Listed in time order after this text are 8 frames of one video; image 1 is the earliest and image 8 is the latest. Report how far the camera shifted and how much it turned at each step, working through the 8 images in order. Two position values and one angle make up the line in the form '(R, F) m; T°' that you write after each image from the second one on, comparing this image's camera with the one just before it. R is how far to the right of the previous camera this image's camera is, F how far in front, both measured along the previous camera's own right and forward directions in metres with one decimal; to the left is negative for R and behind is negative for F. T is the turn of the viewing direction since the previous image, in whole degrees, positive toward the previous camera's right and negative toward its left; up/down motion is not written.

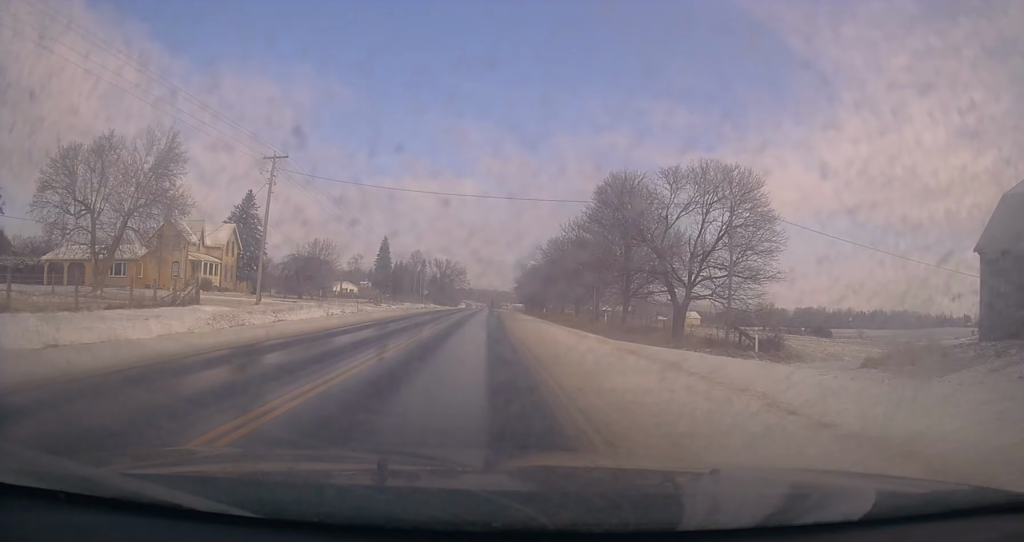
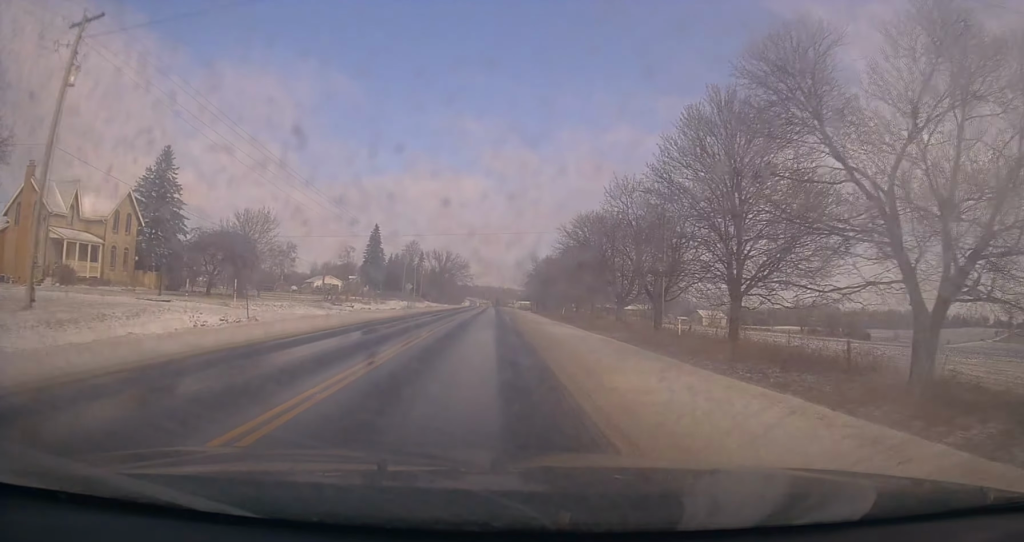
(+0.2, +24.1) m; -1°
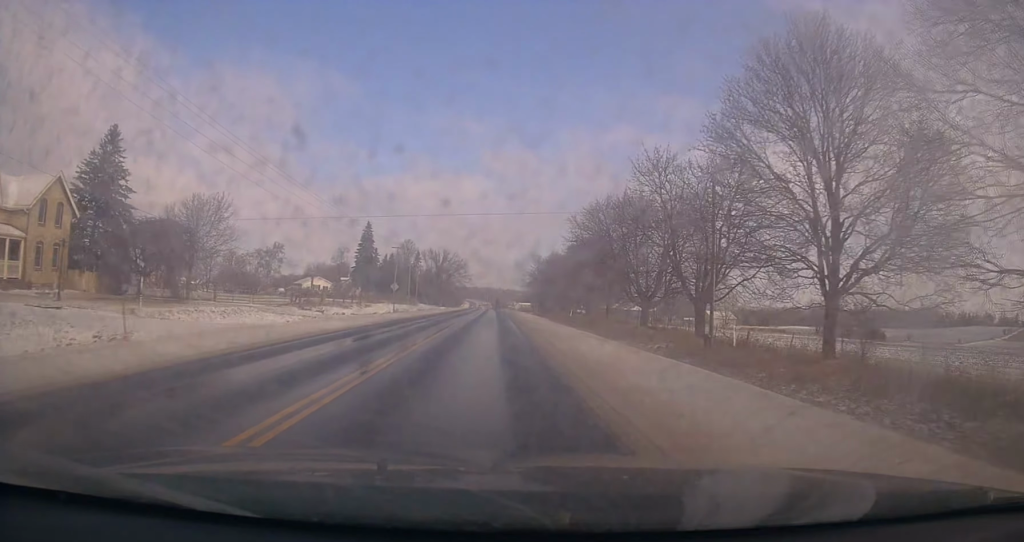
(-0.4, +9.3) m; -1°
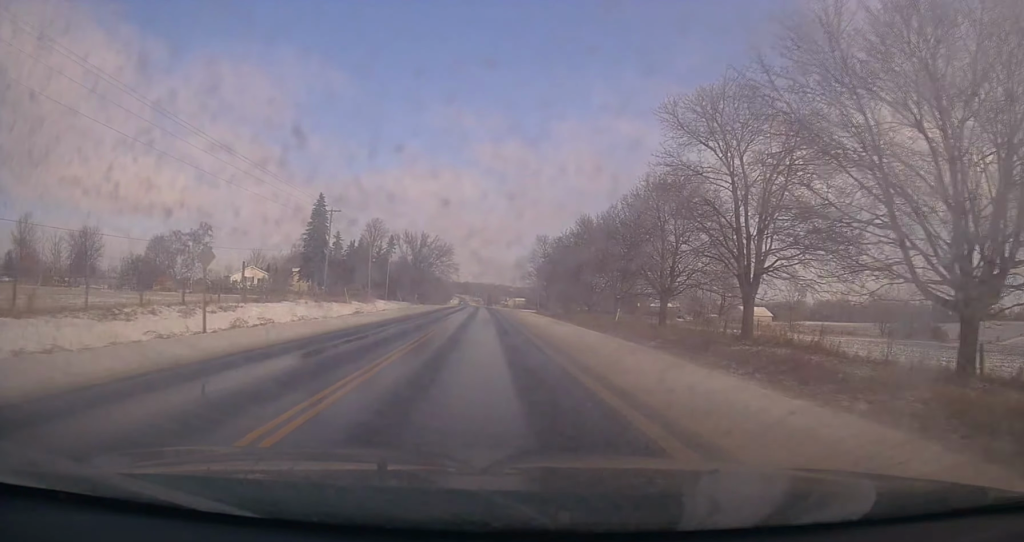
(+0.8, +37.9) m; +2°
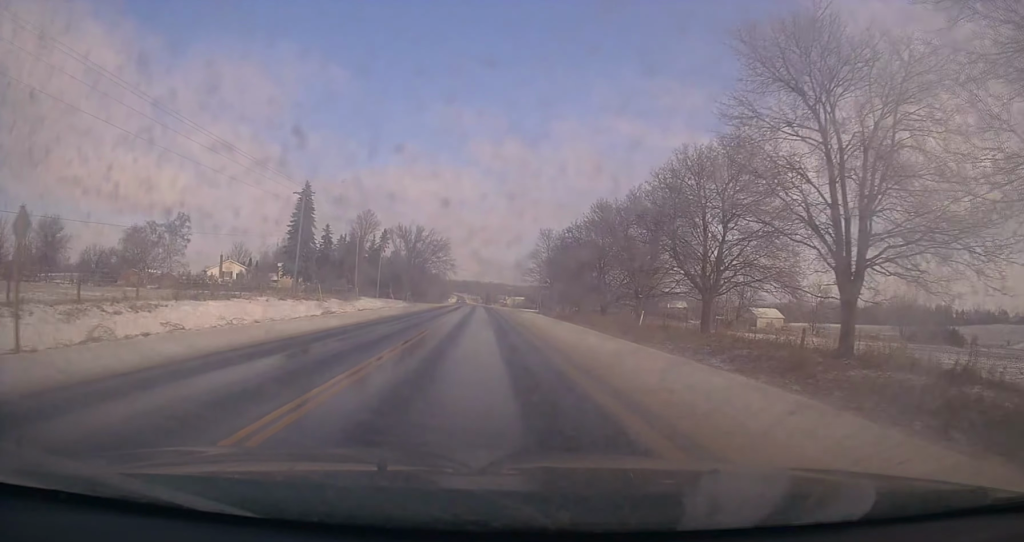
(0.0, +9.2) m; 0°
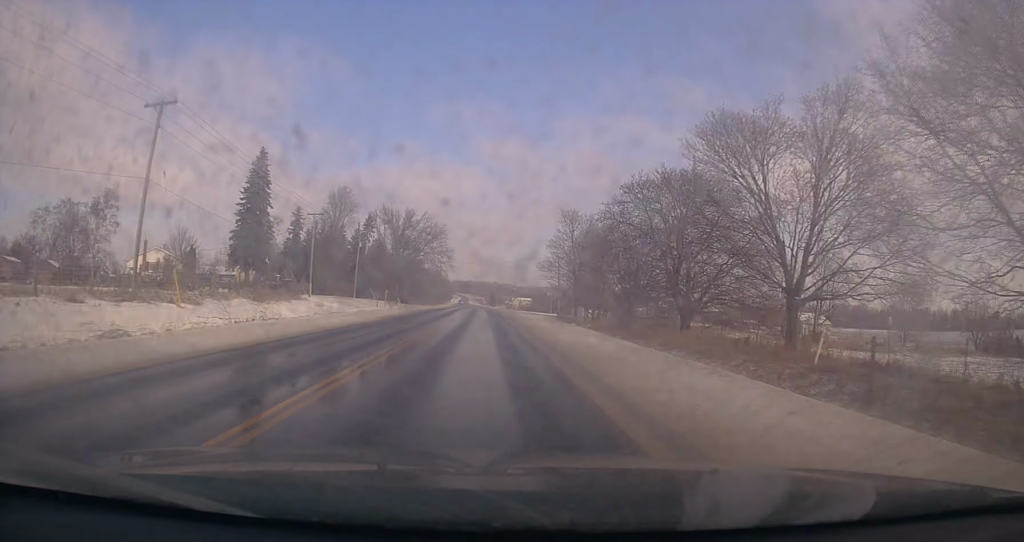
(+0.1, +25.3) m; -1°
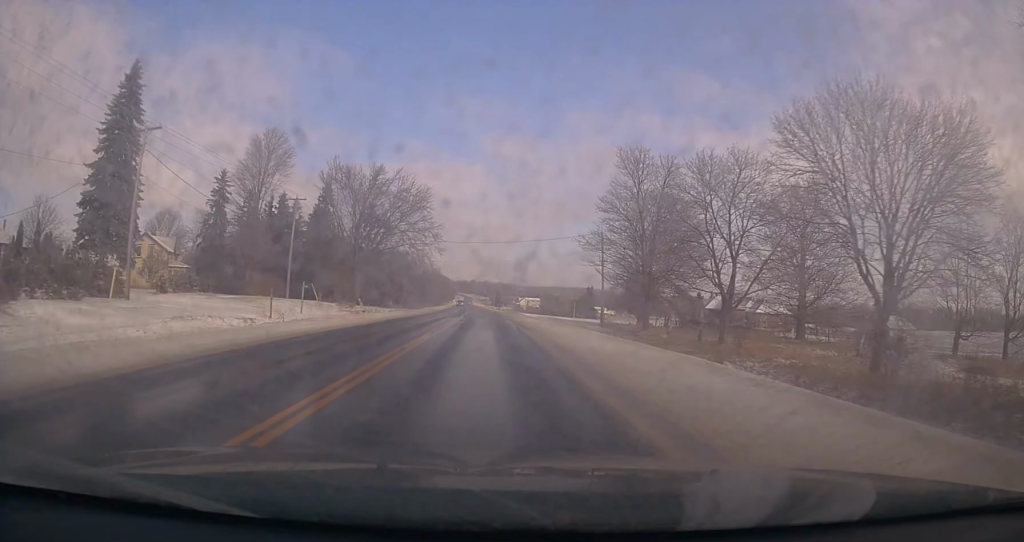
(-0.9, +35.2) m; -1°
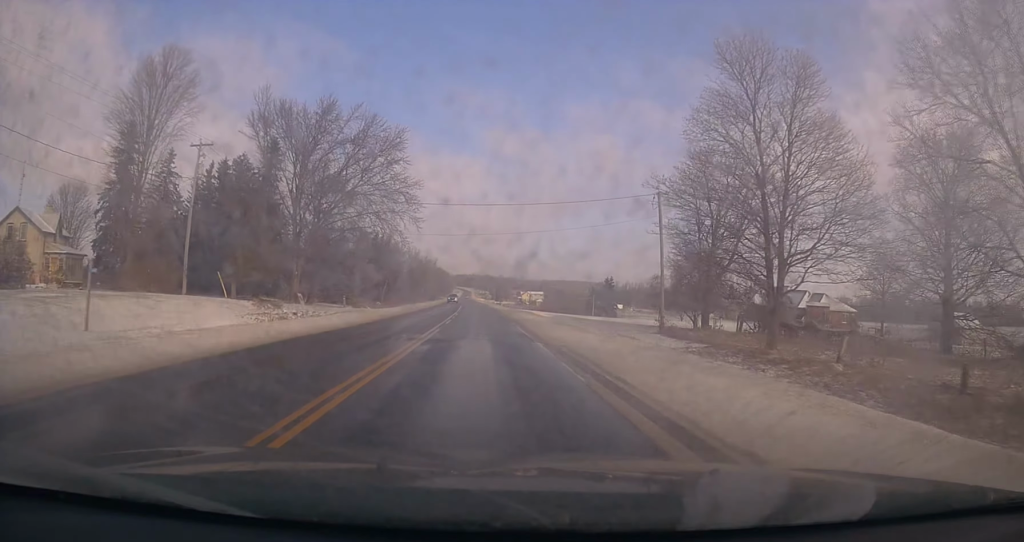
(+0.4, +23.2) m; +1°
